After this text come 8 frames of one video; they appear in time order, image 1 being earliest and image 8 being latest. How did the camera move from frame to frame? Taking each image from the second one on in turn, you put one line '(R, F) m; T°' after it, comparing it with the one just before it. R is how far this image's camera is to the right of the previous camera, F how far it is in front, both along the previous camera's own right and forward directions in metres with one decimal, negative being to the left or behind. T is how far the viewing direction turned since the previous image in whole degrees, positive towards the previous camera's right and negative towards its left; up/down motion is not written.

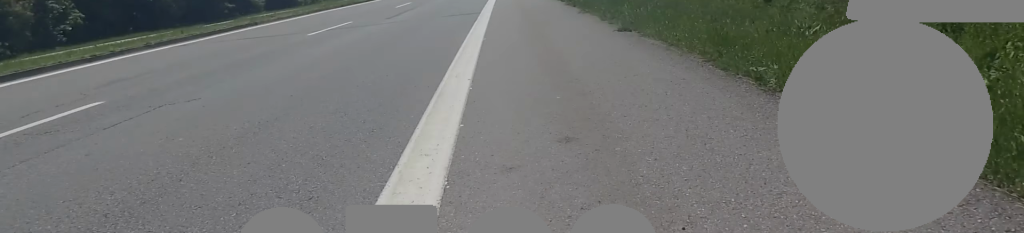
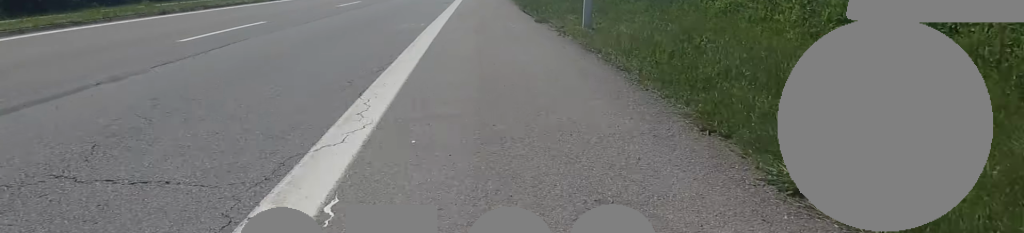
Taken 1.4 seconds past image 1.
(+0.1, +12.1) m; +1°
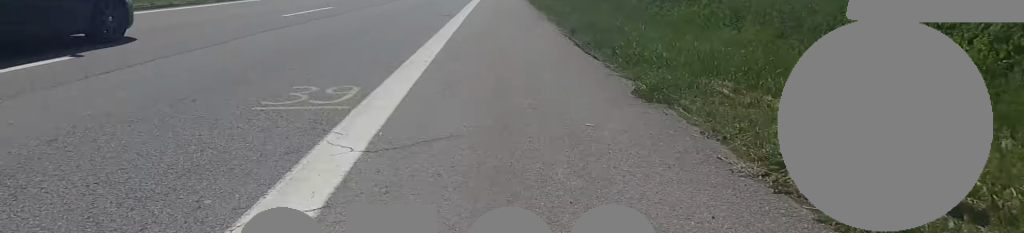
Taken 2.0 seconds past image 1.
(0.0, +5.6) m; 0°
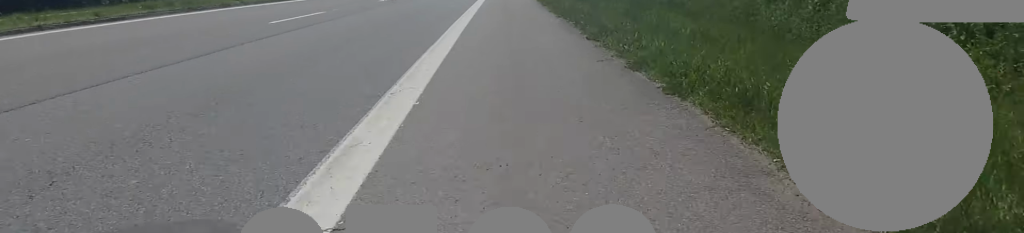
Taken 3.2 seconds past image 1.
(-0.2, +10.1) m; 0°
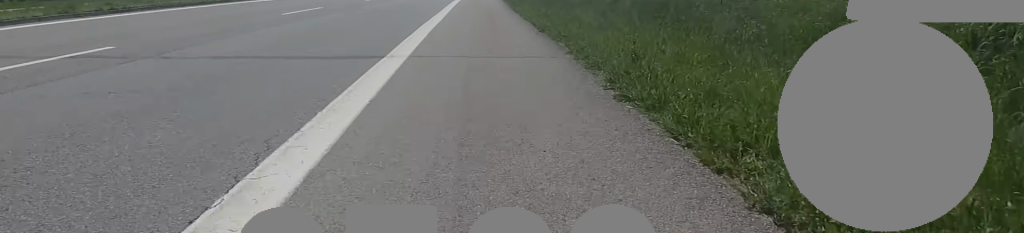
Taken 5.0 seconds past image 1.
(+0.3, +15.4) m; +2°
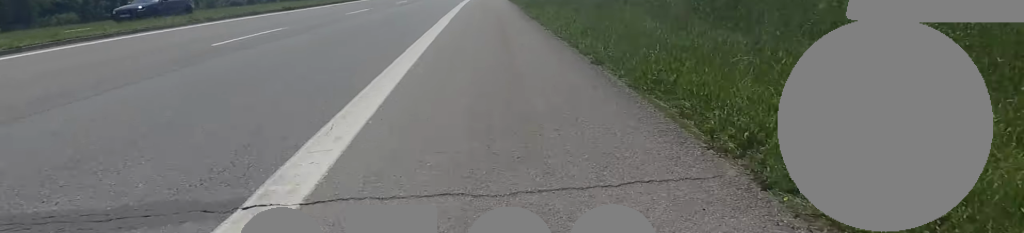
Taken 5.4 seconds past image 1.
(-0.2, +3.8) m; +1°
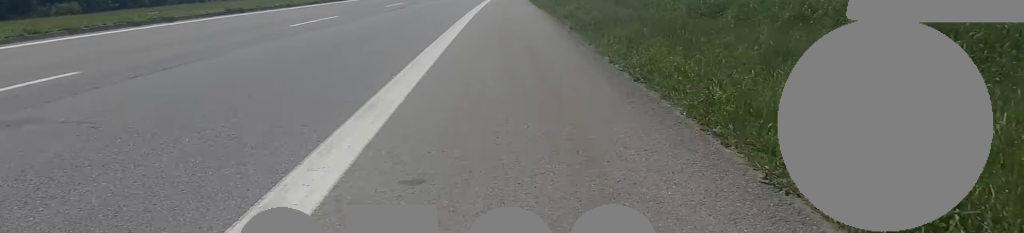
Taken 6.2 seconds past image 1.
(+0.4, +6.9) m; +3°
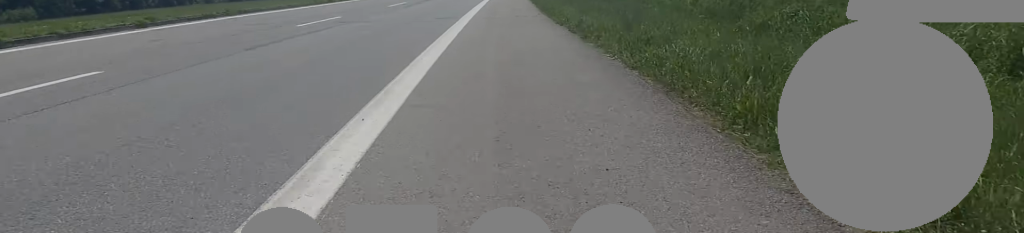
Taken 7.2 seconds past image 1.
(+0.1, +8.8) m; -2°
